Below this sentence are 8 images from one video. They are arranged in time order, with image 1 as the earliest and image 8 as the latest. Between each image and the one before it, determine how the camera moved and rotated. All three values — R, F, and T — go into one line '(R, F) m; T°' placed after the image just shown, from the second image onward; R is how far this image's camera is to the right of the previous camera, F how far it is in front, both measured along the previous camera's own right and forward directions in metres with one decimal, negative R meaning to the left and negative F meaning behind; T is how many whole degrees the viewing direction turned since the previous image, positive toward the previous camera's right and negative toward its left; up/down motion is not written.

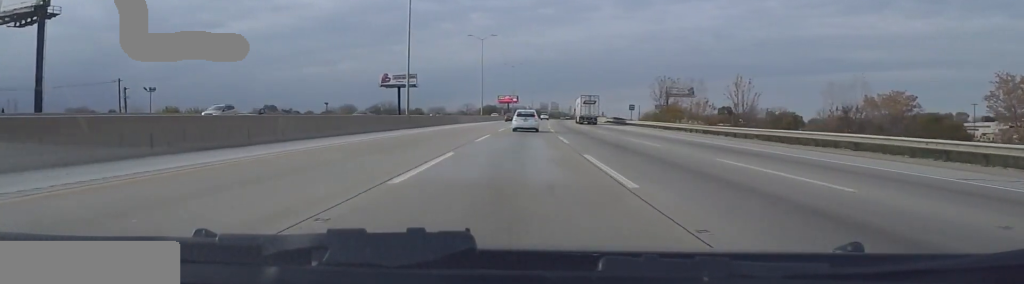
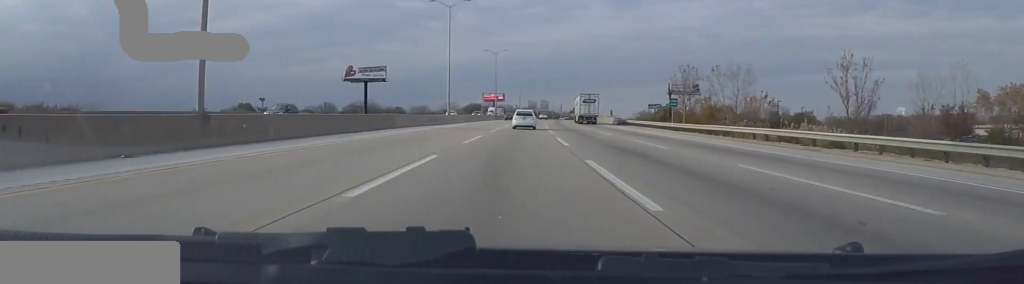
(-0.5, +33.0) m; 0°
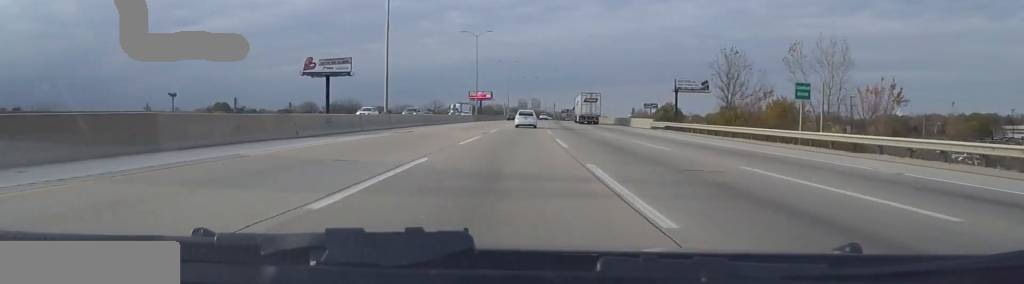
(+0.6, +30.7) m; +3°
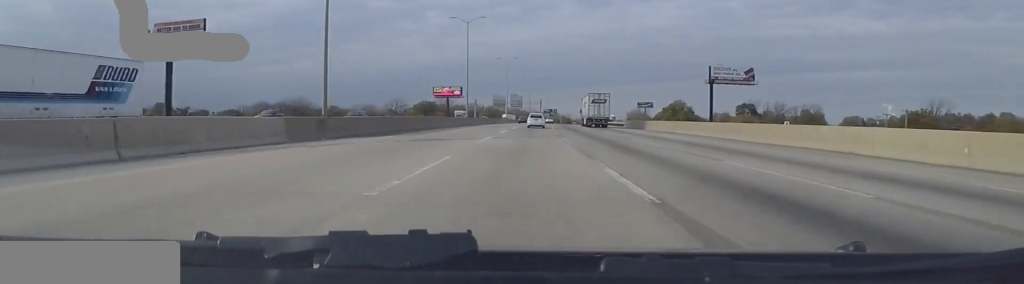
(+2.0, +74.7) m; 0°
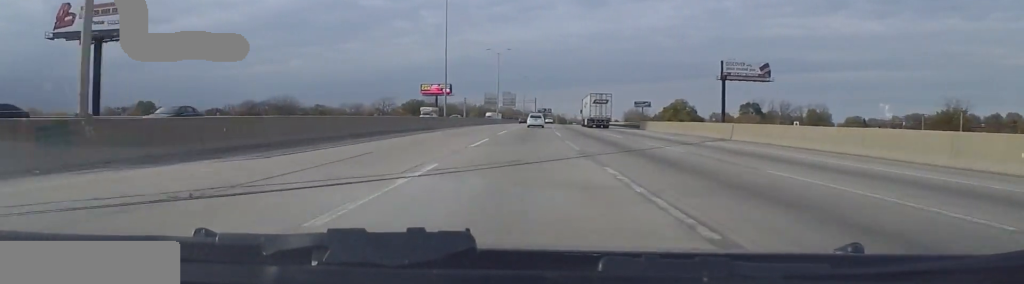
(-0.4, +18.2) m; +1°
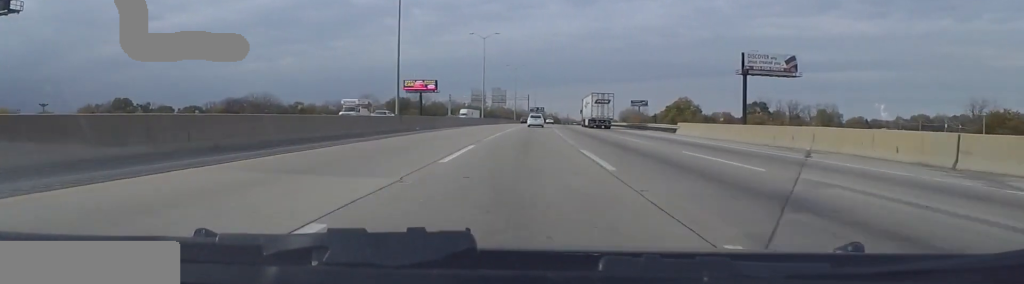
(+0.2, +23.6) m; +2°
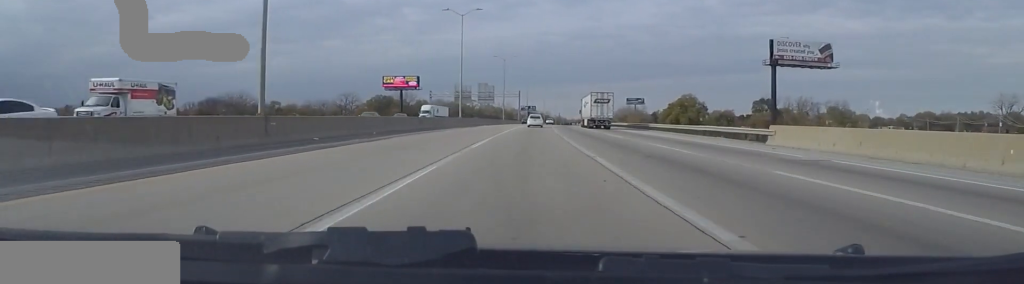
(+0.9, +24.5) m; +2°
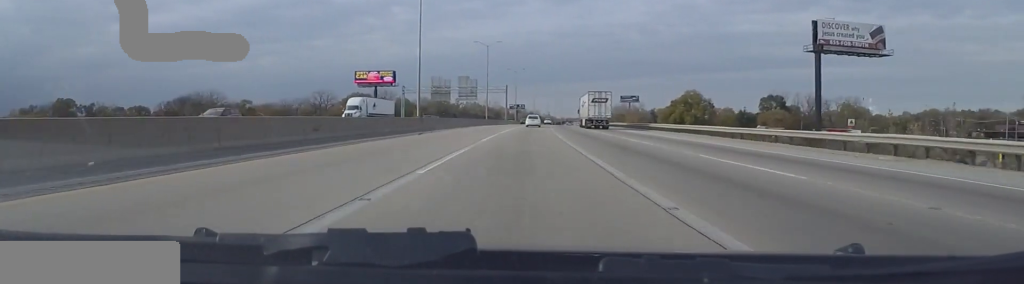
(+0.2, +26.3) m; 0°
